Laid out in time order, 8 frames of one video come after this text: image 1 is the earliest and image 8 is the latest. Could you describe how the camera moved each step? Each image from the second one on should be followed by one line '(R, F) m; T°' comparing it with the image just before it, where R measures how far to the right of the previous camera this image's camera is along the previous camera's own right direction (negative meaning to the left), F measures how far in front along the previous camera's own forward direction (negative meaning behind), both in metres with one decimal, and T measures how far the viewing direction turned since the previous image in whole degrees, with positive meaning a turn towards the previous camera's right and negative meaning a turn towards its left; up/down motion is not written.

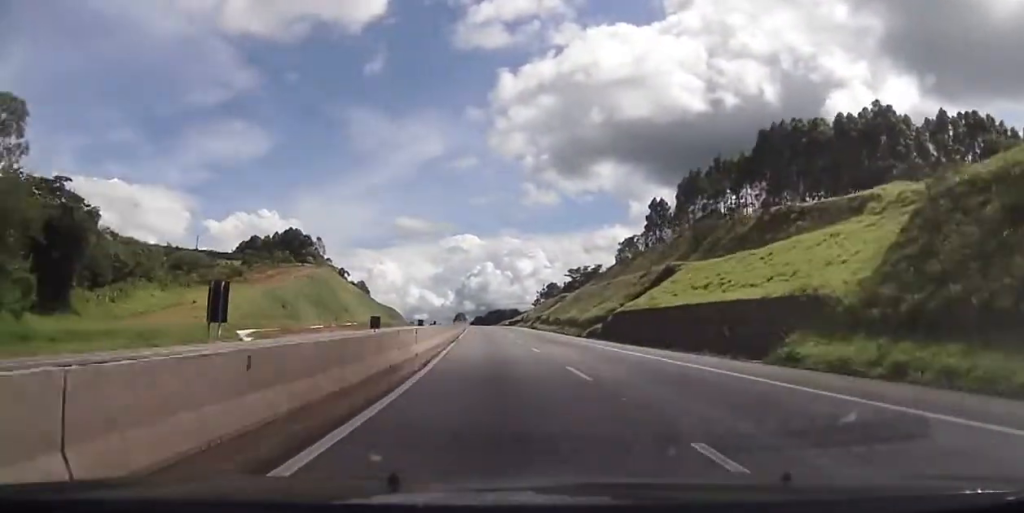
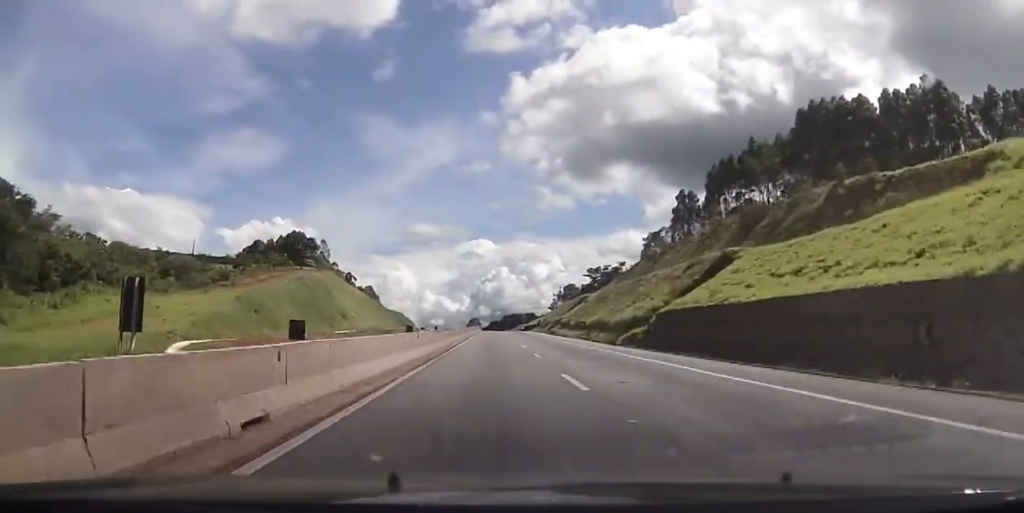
(+0.4, +14.4) m; -1°
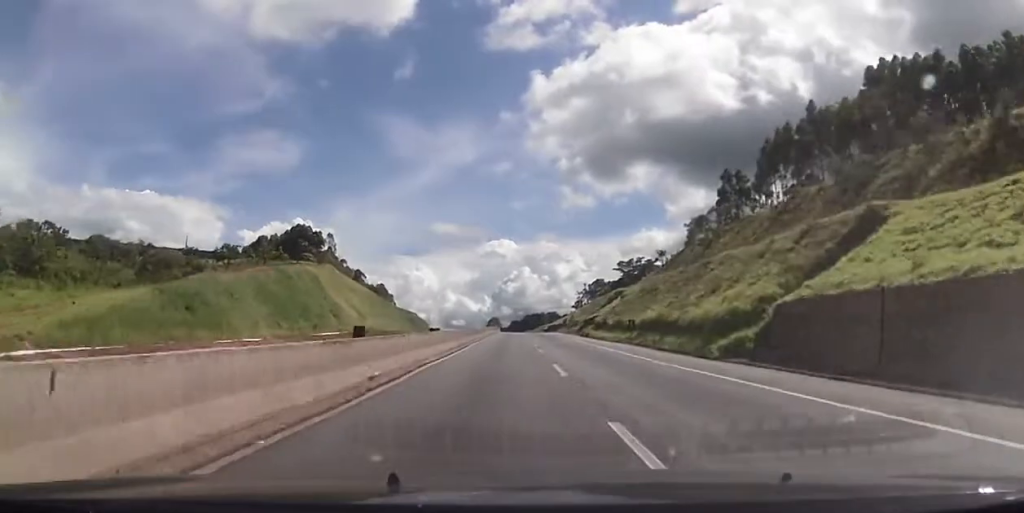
(-0.4, +20.7) m; -2°
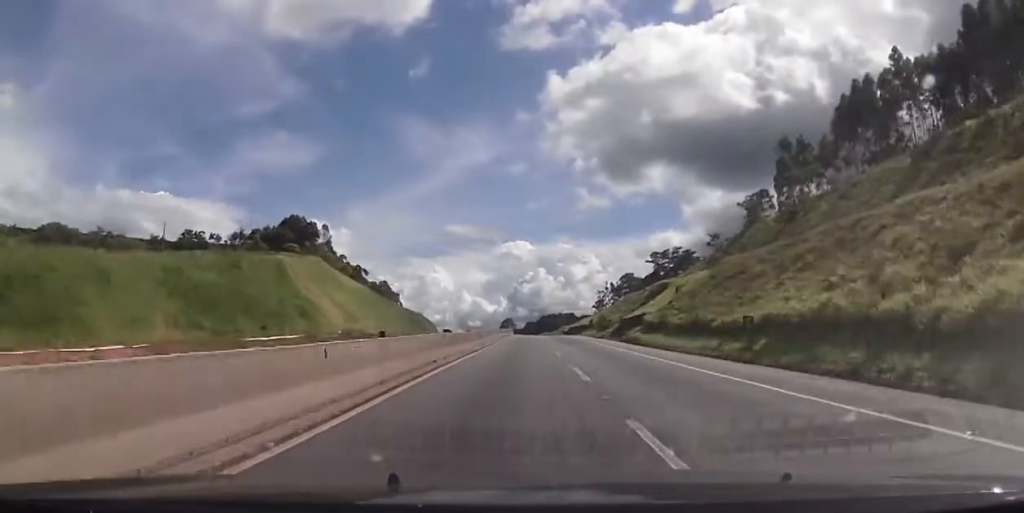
(-0.7, +25.2) m; -2°
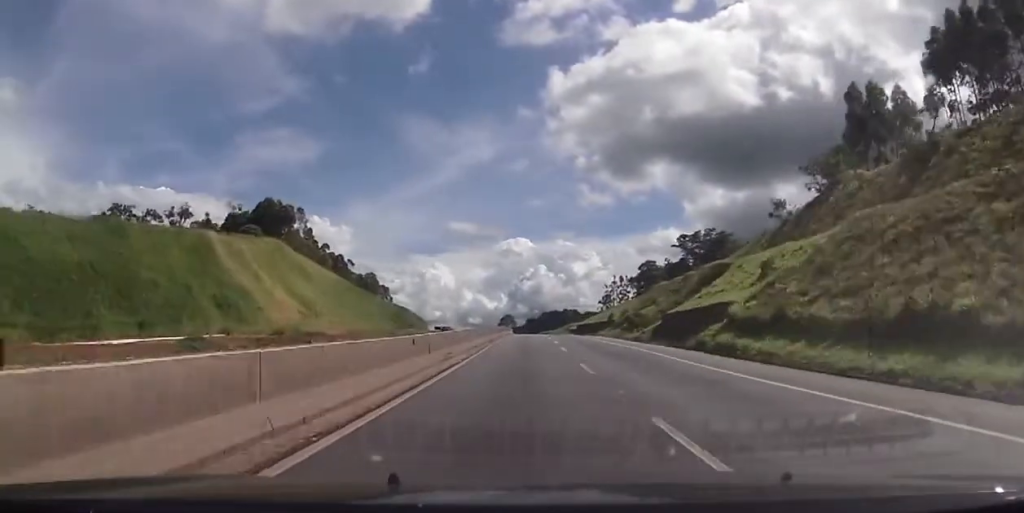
(-0.2, +25.3) m; -1°
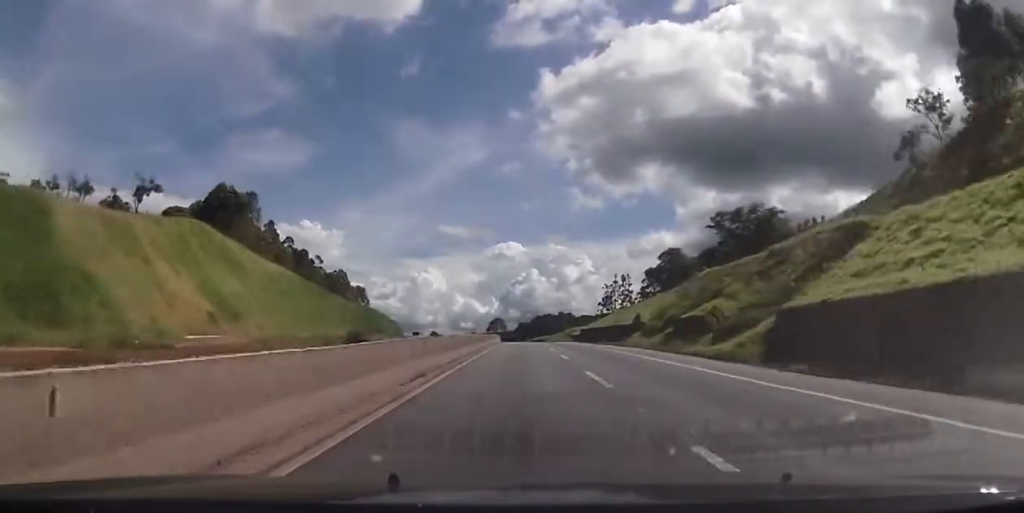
(0.0, +28.9) m; +1°
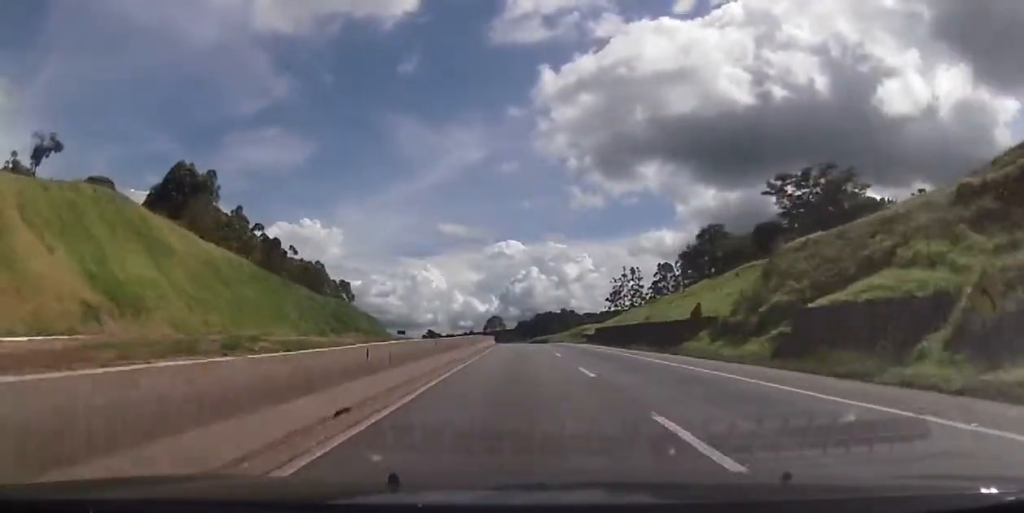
(+0.1, +23.5) m; +1°
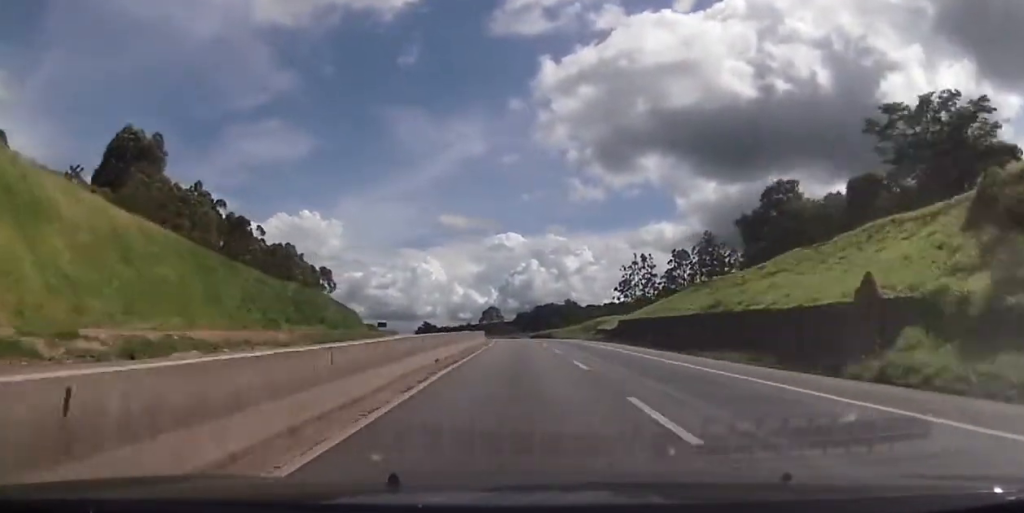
(+0.2, +23.6) m; 0°
